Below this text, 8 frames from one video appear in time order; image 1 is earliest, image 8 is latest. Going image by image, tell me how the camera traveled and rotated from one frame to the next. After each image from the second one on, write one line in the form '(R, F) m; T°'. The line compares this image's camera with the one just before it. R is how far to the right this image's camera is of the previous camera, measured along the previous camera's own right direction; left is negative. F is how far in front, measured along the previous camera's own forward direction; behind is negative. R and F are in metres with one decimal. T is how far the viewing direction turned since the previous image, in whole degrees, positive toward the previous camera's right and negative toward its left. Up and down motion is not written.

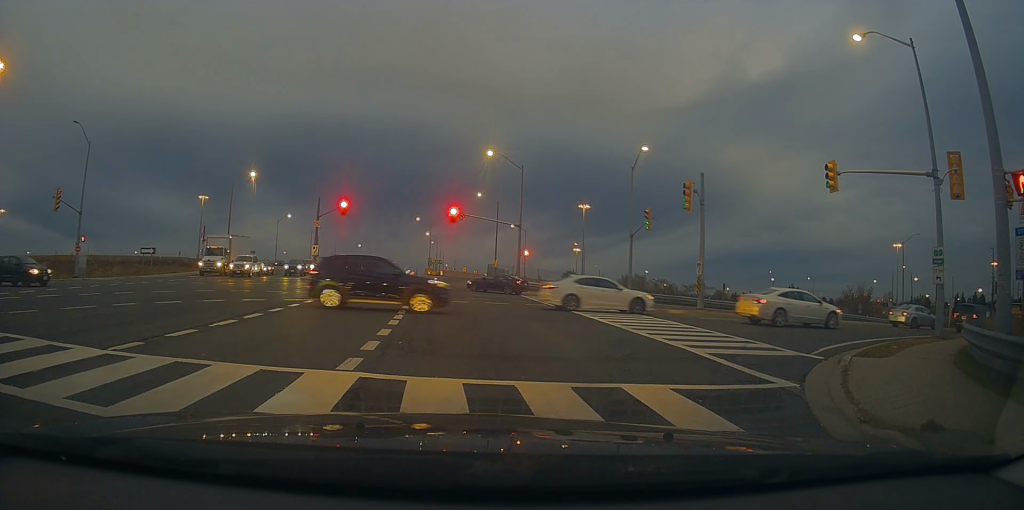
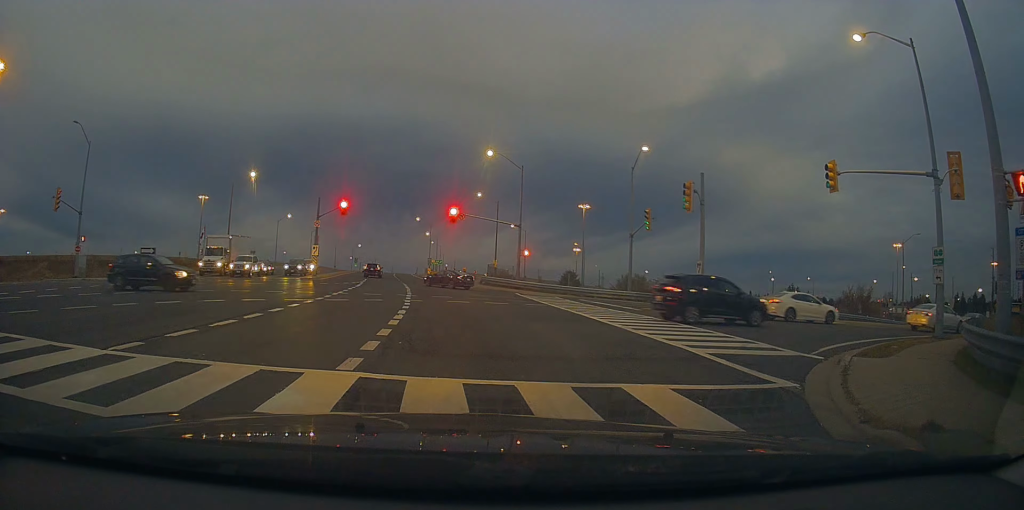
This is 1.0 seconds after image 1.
(0.0, 0.0) m; 0°
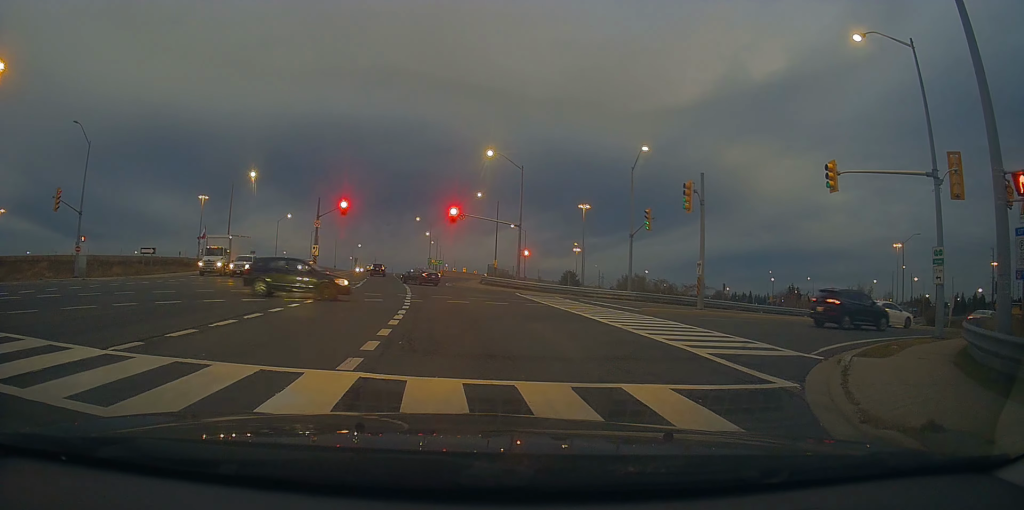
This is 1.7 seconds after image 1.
(0.0, 0.0) m; 0°
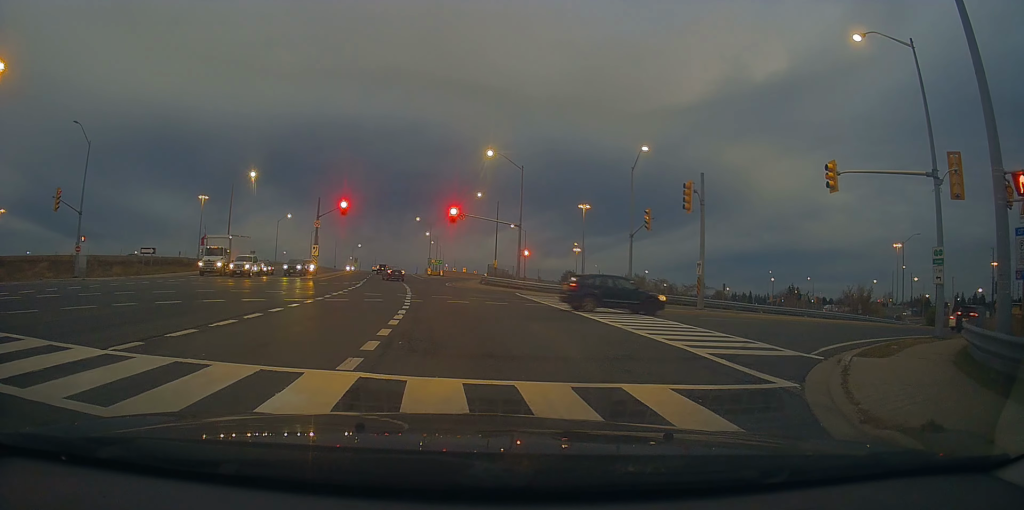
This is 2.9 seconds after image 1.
(0.0, 0.0) m; 0°
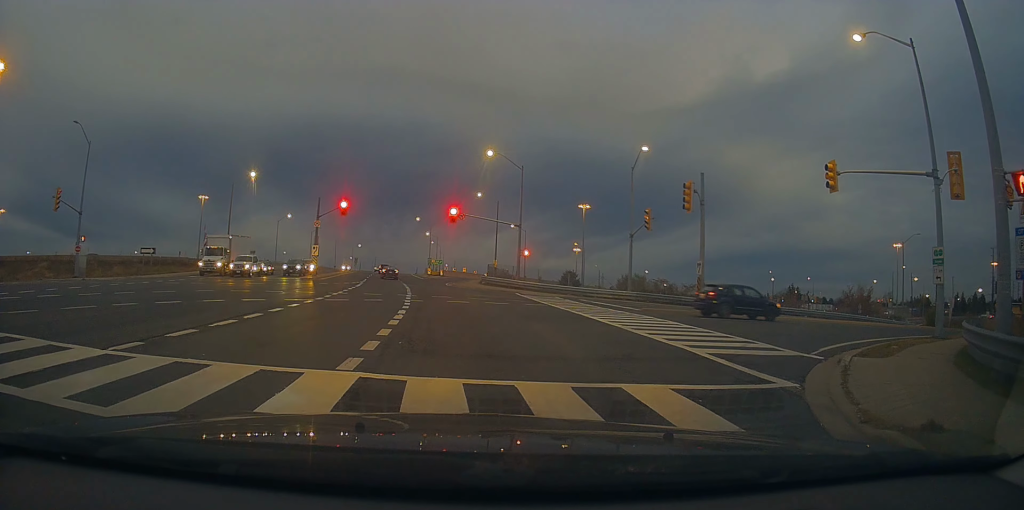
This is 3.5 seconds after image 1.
(0.0, 0.0) m; 0°
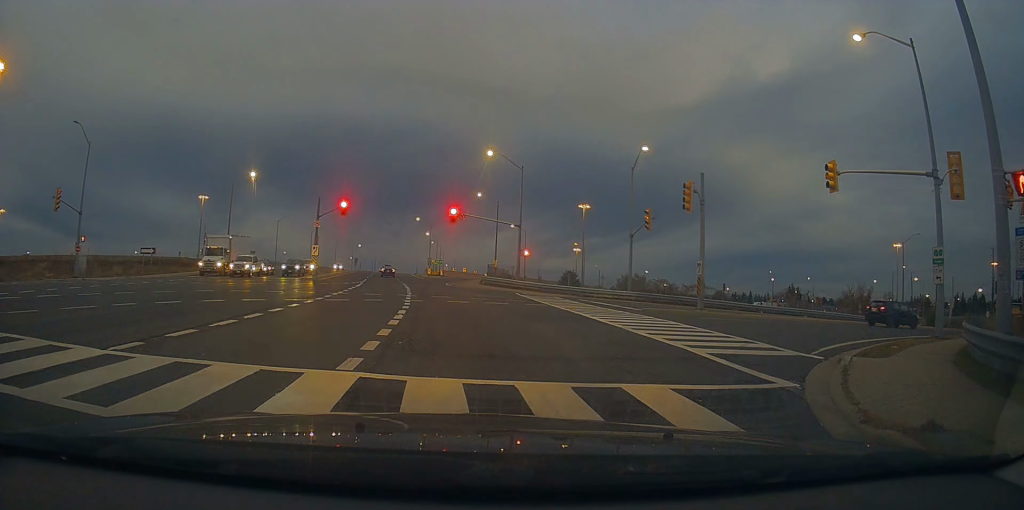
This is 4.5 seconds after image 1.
(0.0, 0.0) m; 0°
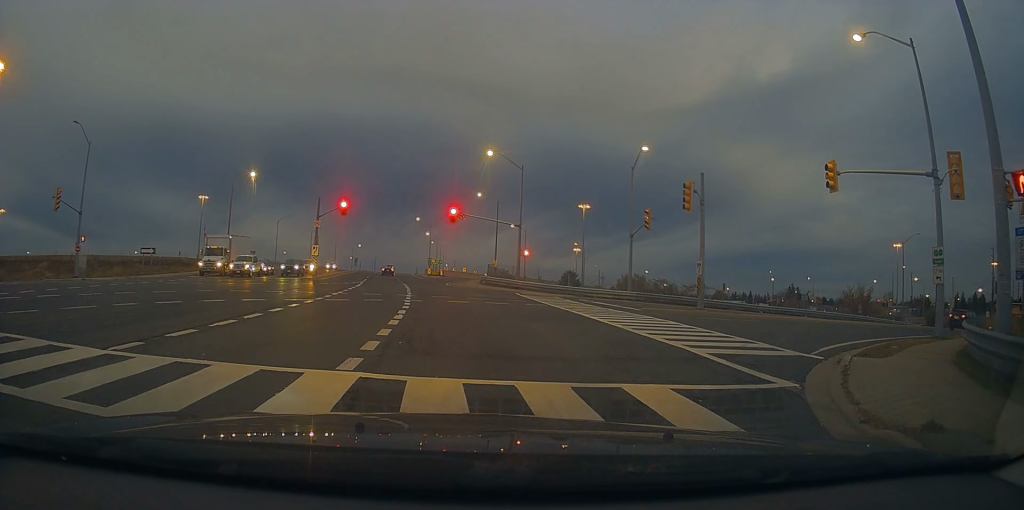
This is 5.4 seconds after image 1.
(0.0, 0.0) m; 0°
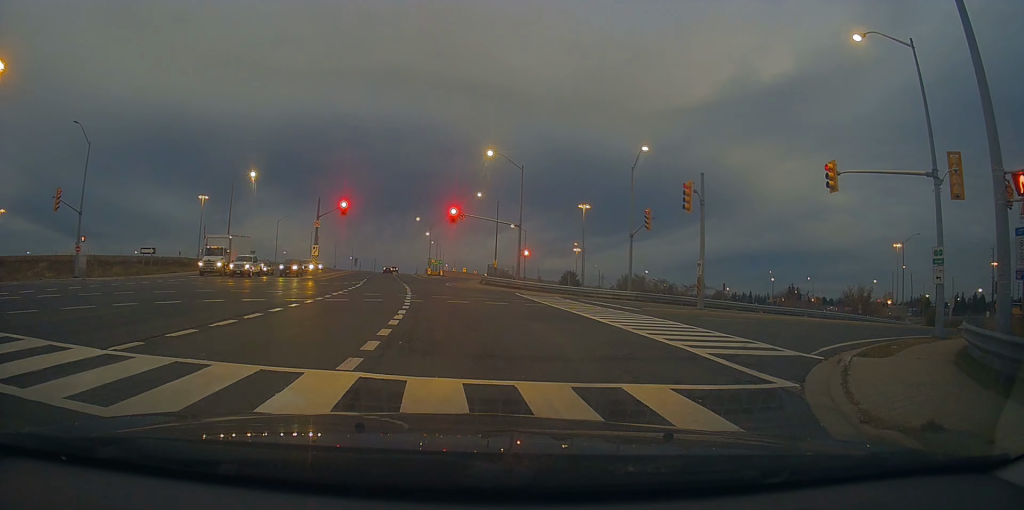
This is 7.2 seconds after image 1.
(0.0, 0.0) m; 0°
